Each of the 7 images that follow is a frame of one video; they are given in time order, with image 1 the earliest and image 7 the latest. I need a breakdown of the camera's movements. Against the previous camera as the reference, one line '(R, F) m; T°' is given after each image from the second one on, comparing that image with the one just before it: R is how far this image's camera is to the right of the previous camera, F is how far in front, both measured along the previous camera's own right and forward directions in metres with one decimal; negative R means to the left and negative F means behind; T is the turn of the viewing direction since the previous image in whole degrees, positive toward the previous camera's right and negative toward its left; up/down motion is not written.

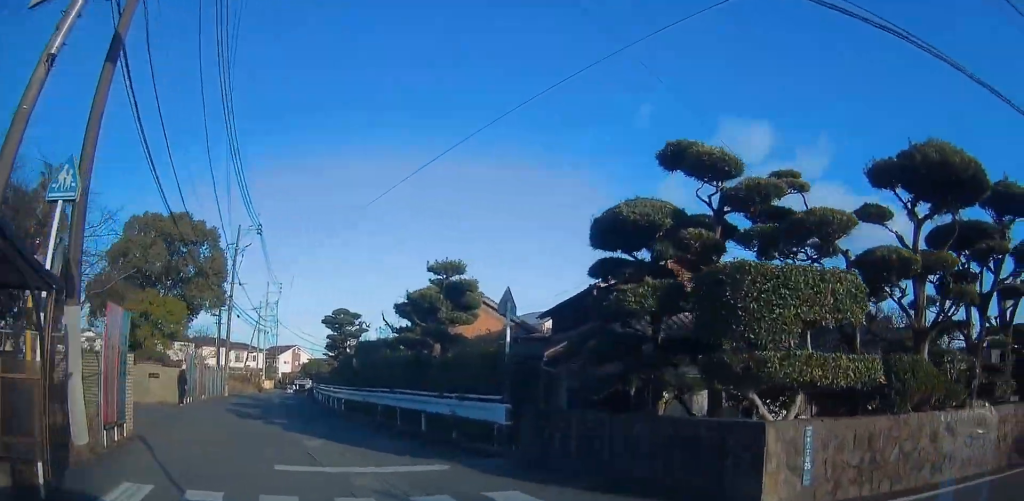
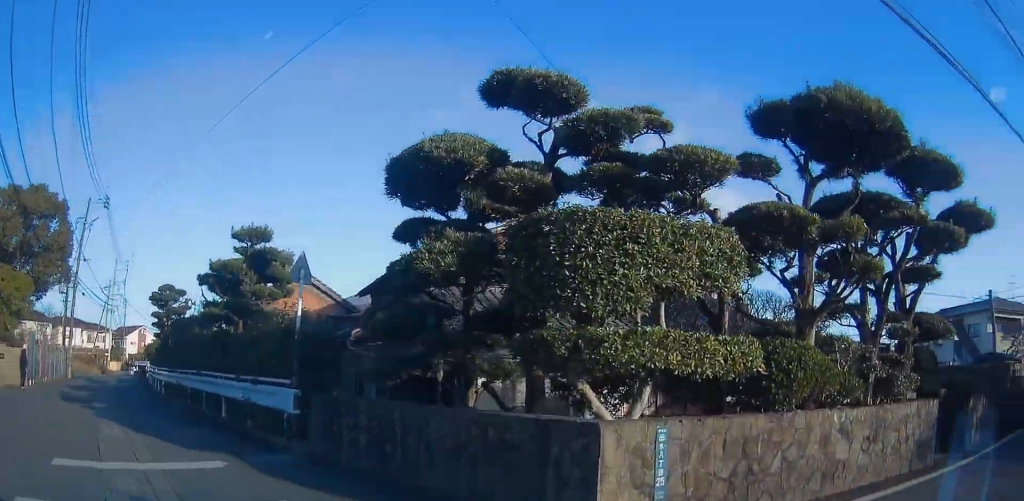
(+0.5, +2.5) m; +17°
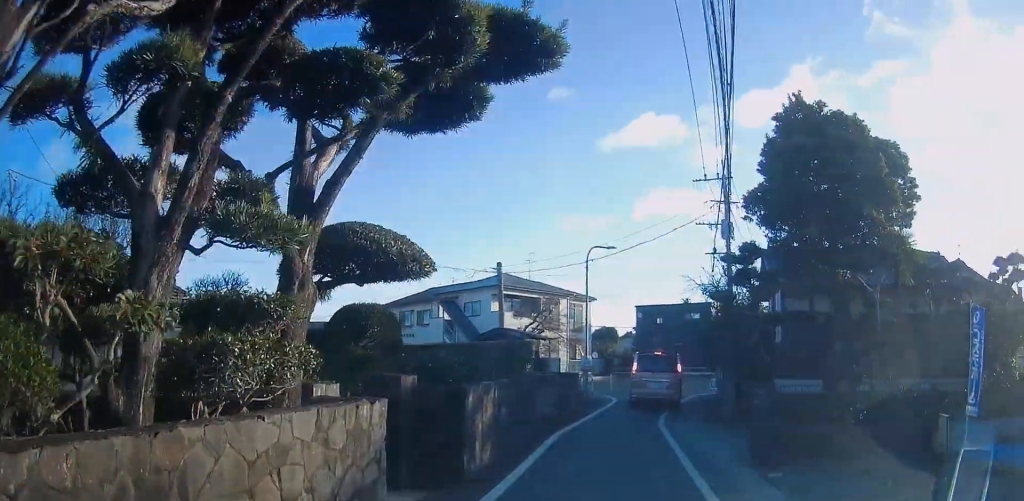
(+3.8, +6.3) m; +50°
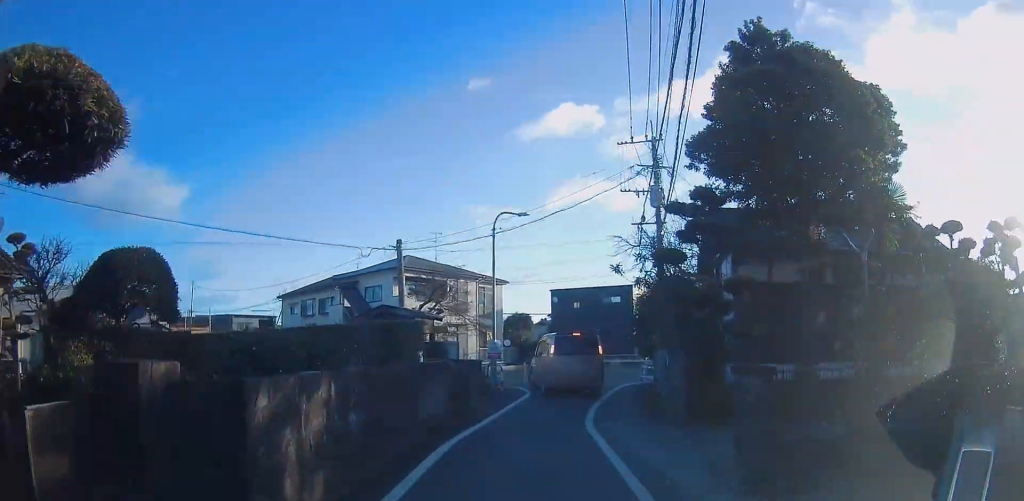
(+0.6, +2.1) m; +15°
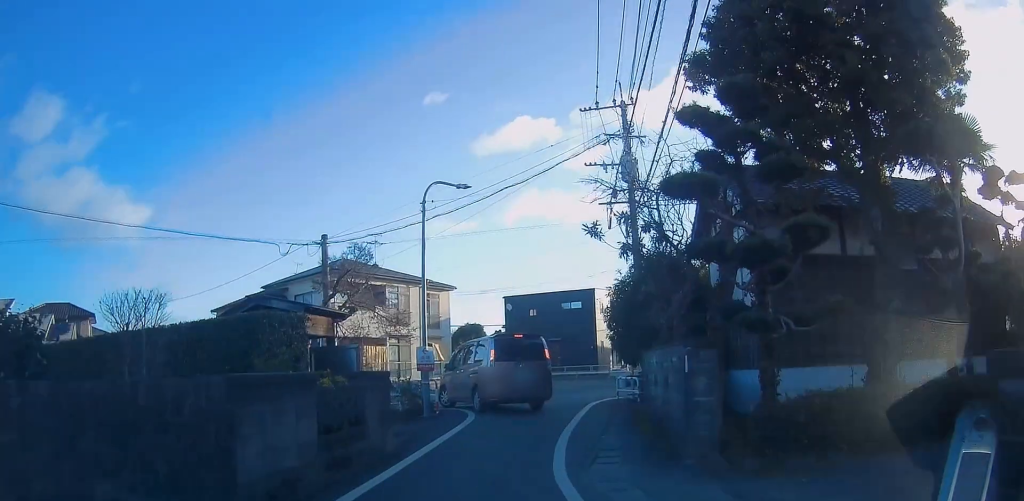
(+0.4, +2.4) m; +9°
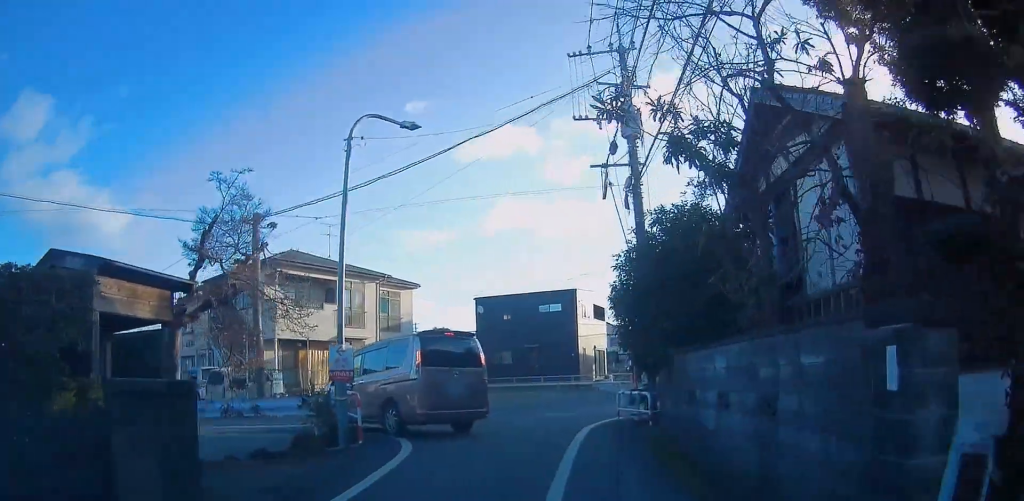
(+0.1, +2.7) m; +2°
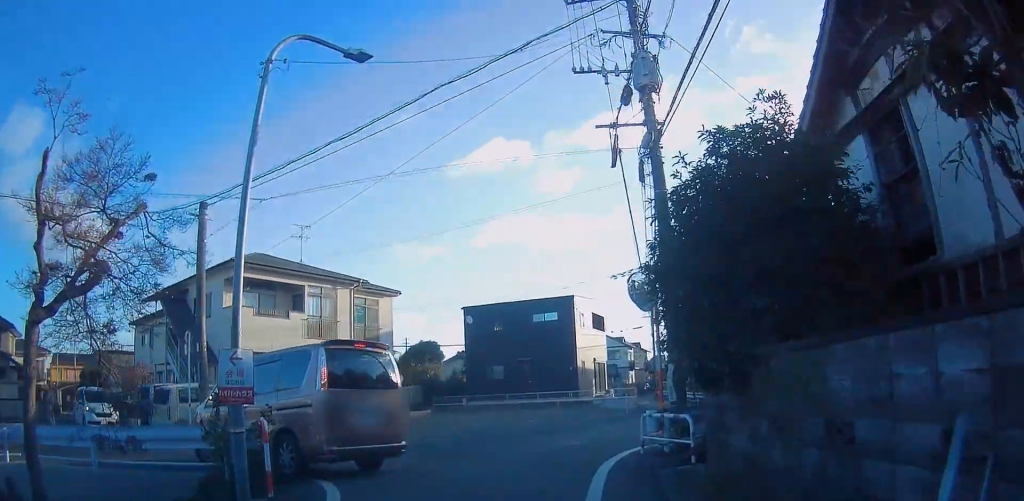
(0.0, +2.8) m; 0°
